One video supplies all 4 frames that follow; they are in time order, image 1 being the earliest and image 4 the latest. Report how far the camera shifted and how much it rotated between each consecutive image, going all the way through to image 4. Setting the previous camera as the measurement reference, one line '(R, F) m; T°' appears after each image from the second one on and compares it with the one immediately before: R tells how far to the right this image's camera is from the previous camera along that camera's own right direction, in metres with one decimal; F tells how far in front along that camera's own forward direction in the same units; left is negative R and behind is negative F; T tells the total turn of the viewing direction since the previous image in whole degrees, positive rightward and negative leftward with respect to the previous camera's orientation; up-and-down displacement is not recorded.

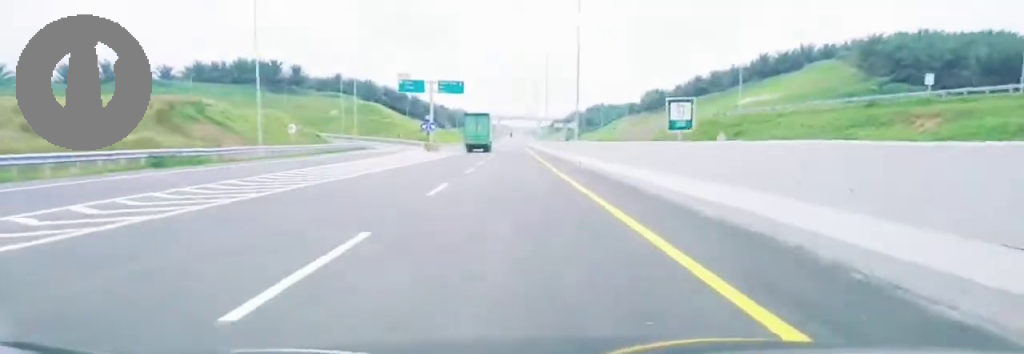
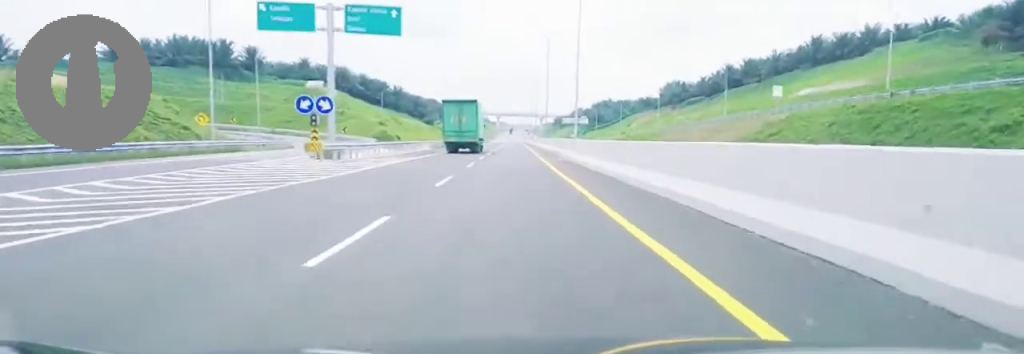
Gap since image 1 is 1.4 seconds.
(-0.1, +50.8) m; 0°
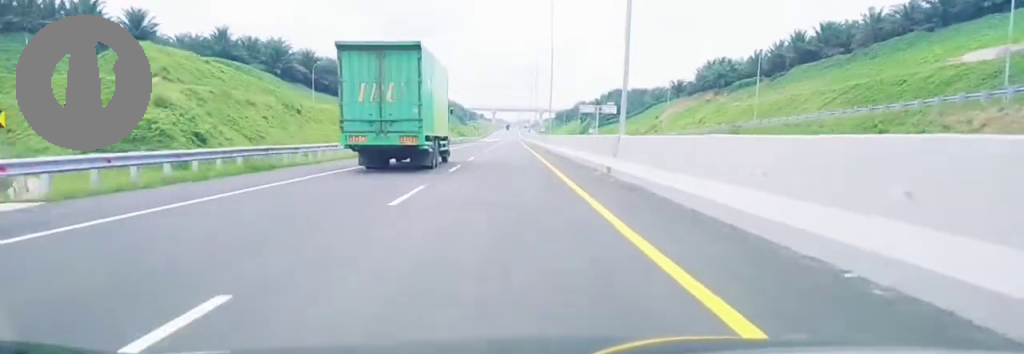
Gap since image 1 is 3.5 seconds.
(+1.2, +72.9) m; +1°
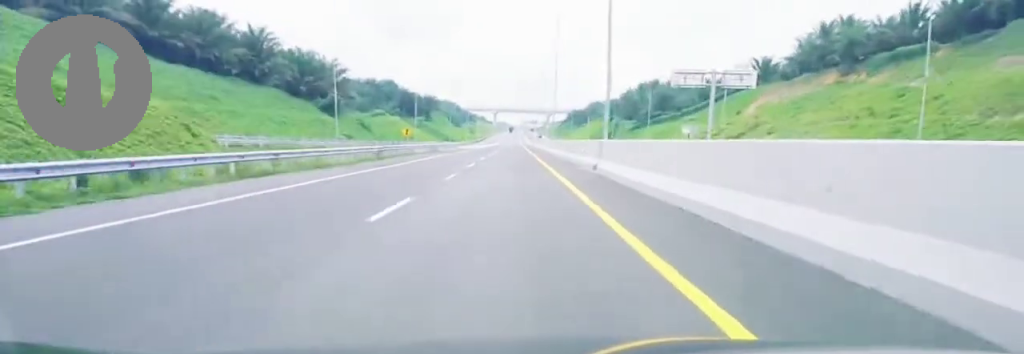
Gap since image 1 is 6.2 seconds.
(-1.4, +94.8) m; -1°
